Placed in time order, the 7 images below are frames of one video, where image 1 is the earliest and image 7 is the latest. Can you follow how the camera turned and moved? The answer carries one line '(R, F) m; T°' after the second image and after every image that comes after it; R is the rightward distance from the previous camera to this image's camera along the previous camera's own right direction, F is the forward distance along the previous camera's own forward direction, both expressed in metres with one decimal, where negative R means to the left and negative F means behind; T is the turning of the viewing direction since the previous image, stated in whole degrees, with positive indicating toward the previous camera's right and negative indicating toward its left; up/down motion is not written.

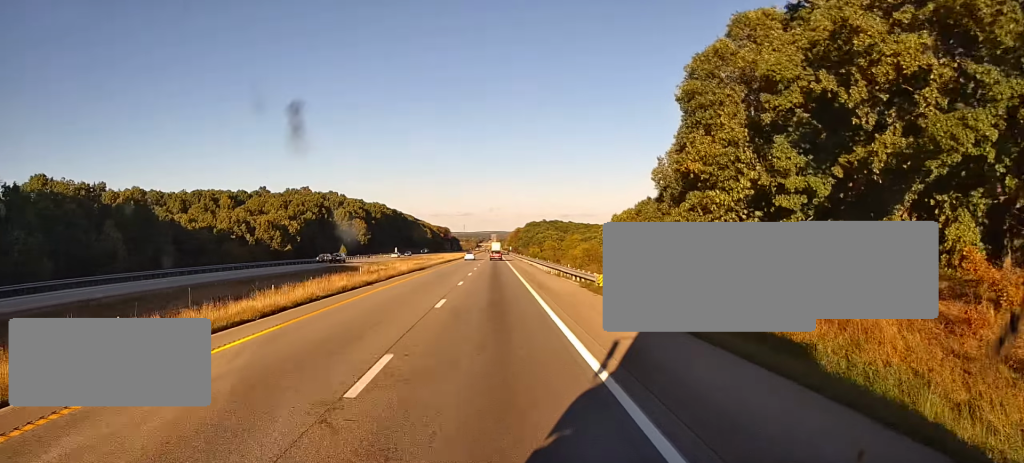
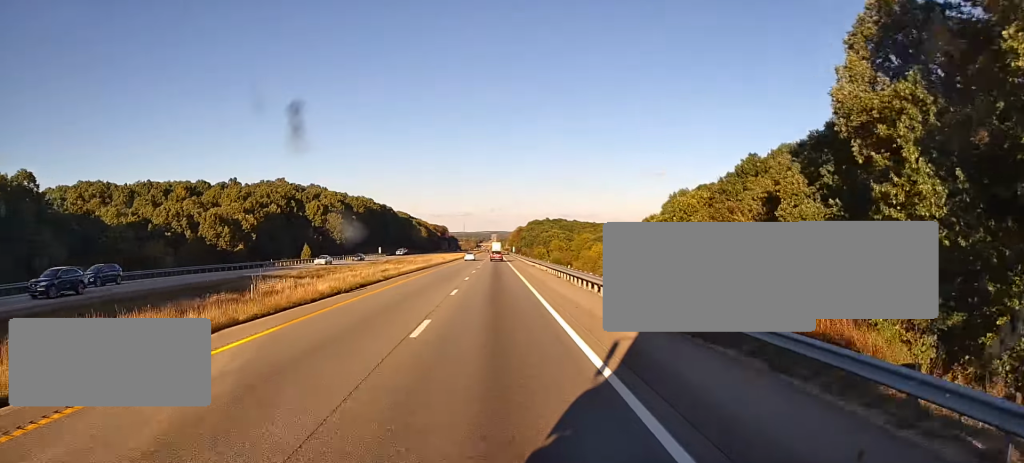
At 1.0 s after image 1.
(+0.3, +30.9) m; +1°
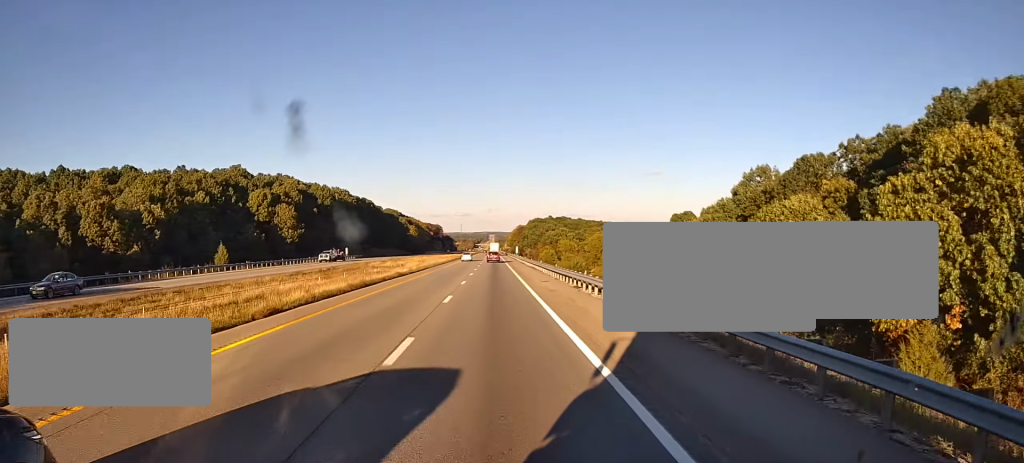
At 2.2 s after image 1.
(+0.4, +39.7) m; +1°
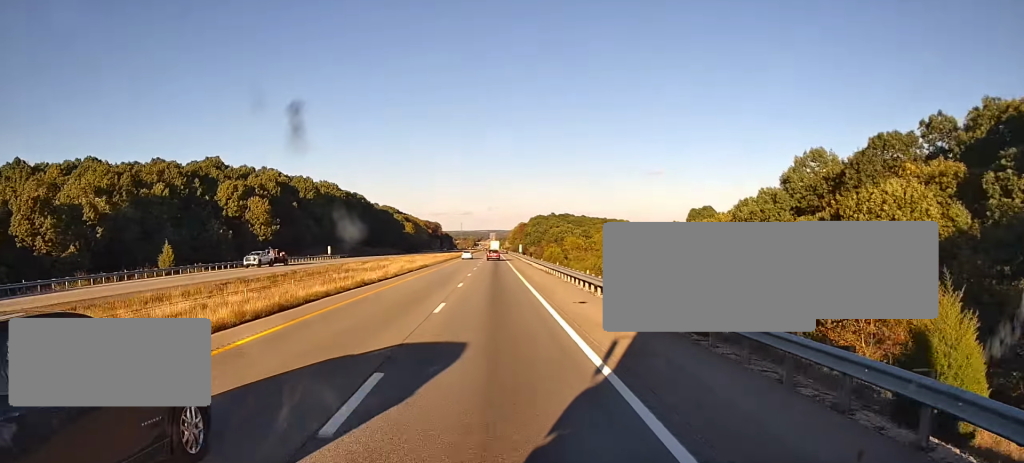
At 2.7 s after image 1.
(+0.1, +16.1) m; 0°
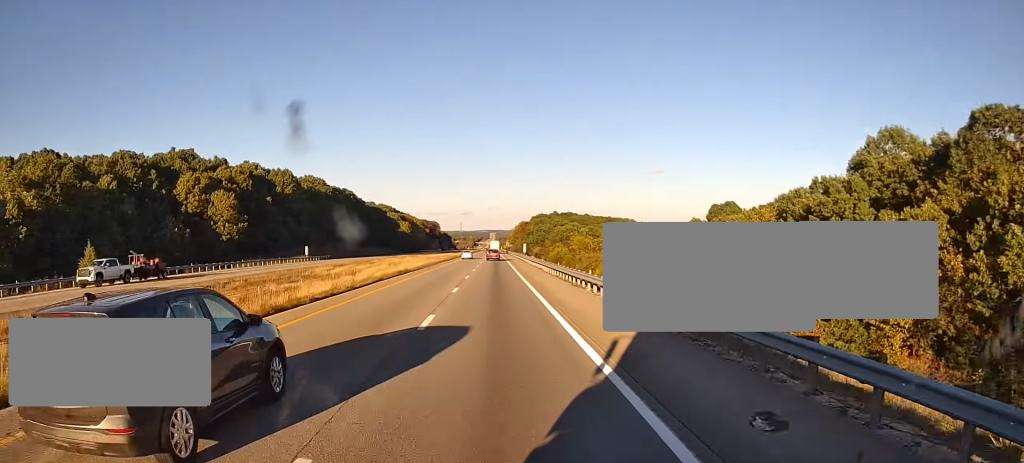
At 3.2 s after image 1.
(+0.2, +16.1) m; 0°
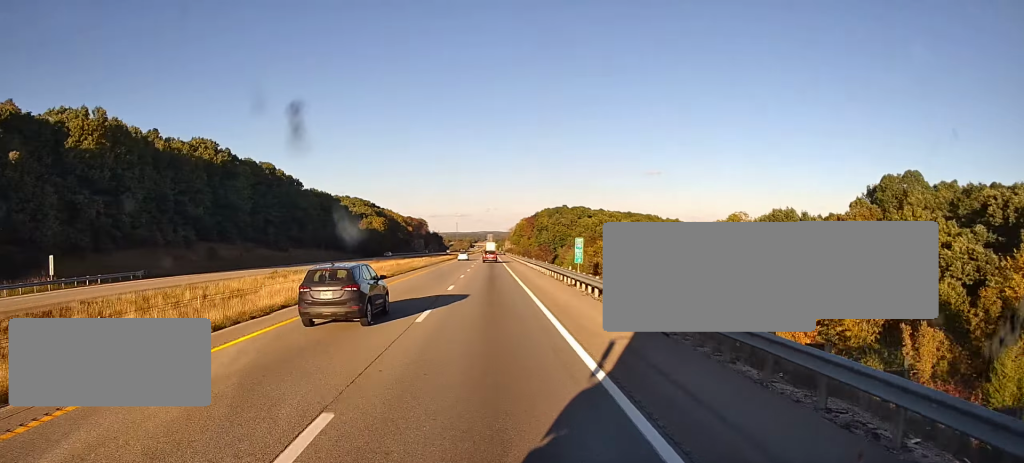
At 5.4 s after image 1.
(-1.4, +71.2) m; -2°
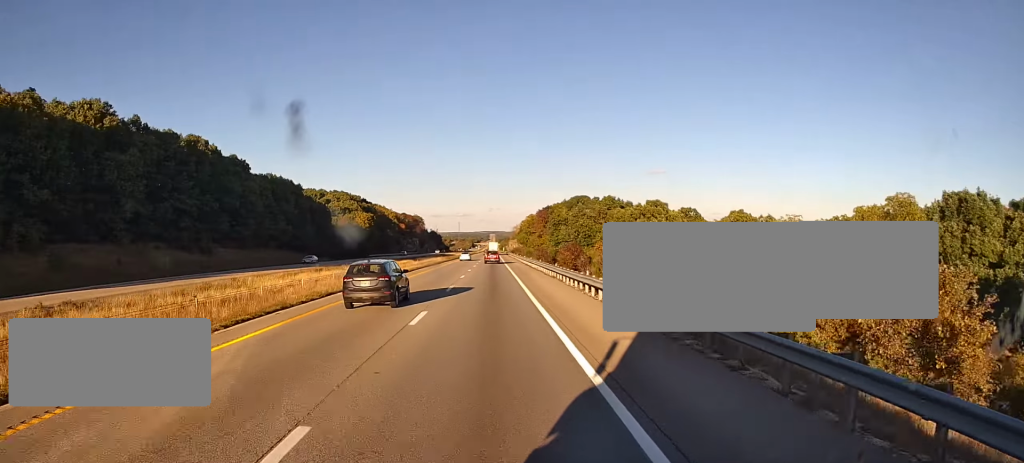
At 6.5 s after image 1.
(-0.2, +36.6) m; +2°
